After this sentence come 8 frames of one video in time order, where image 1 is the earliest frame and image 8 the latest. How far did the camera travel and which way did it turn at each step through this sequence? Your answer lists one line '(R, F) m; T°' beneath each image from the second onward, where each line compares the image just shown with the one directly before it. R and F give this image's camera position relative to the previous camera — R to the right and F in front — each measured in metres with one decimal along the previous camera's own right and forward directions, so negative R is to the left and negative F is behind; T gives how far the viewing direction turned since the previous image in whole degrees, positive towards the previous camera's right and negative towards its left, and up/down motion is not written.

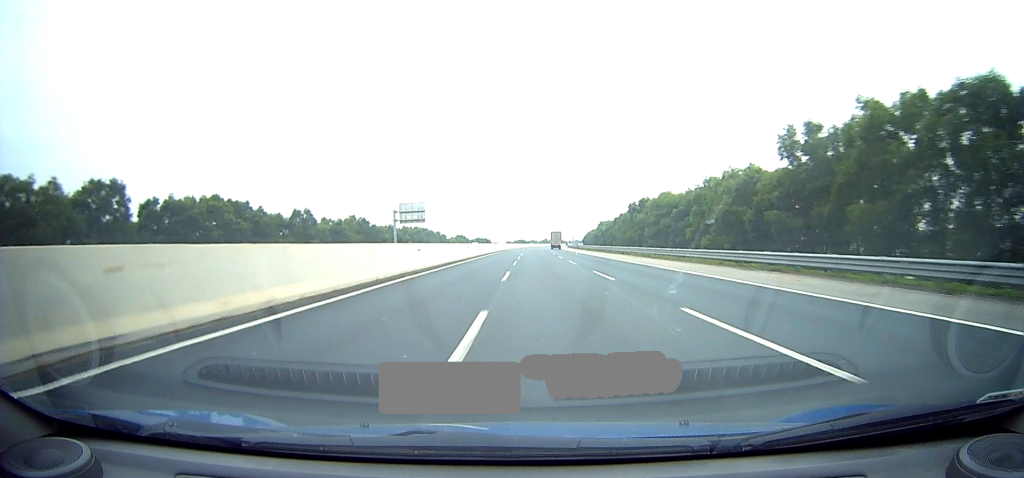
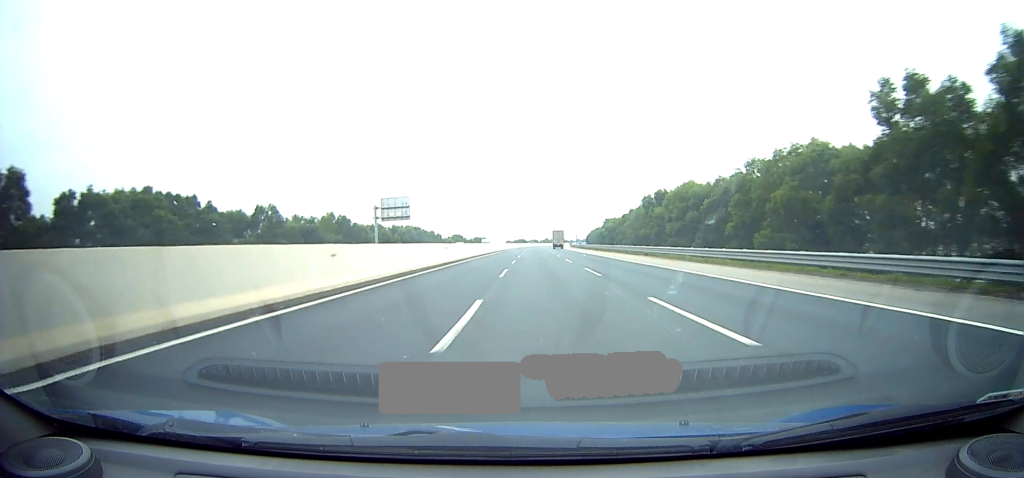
(+0.5, +13.2) m; +1°
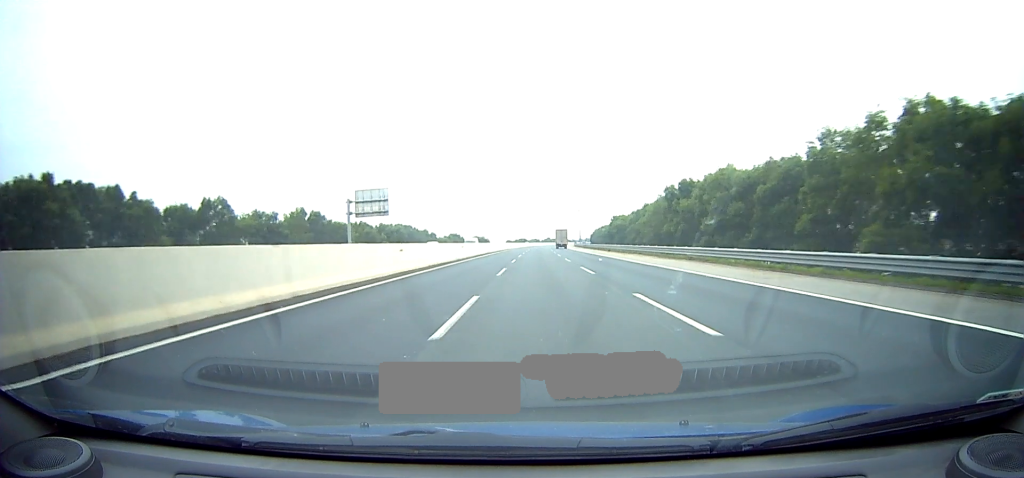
(+0.4, +14.4) m; +1°
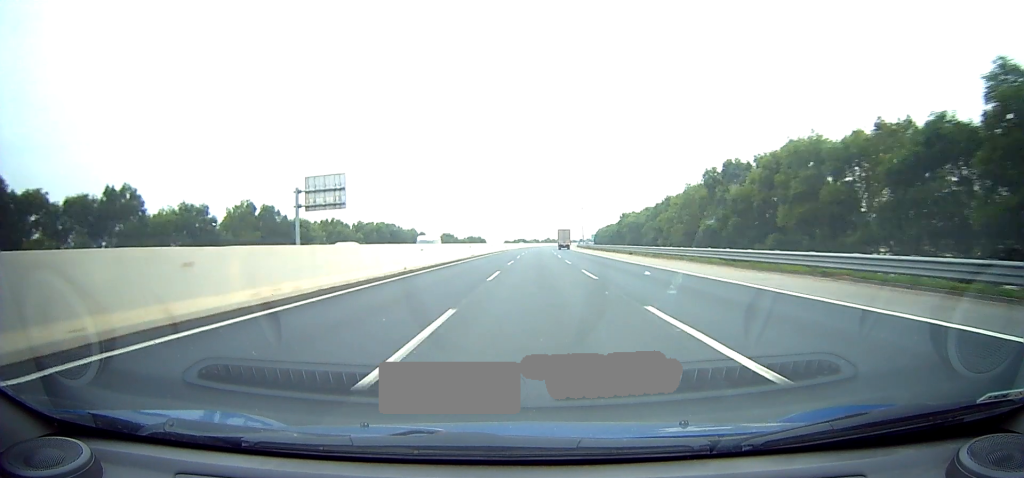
(+0.2, +18.9) m; 0°
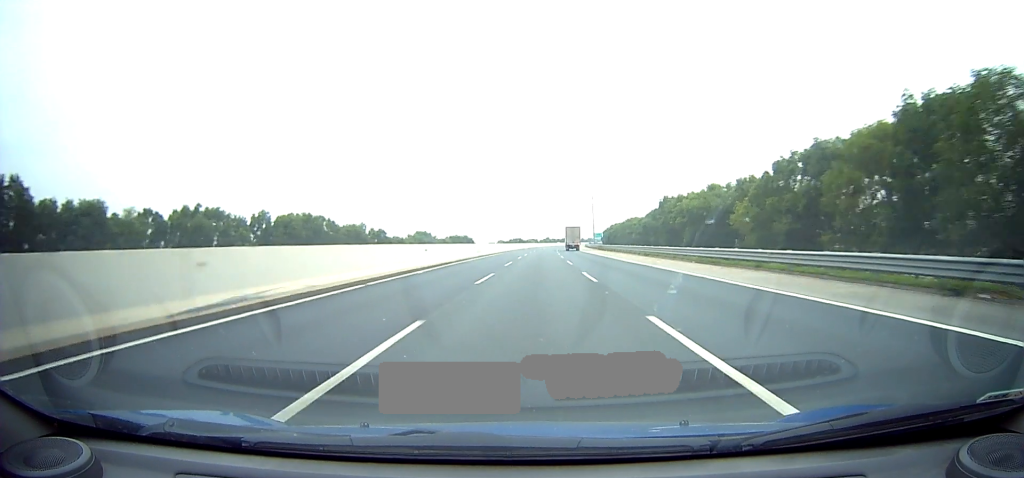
(+0.4, +46.8) m; +3°
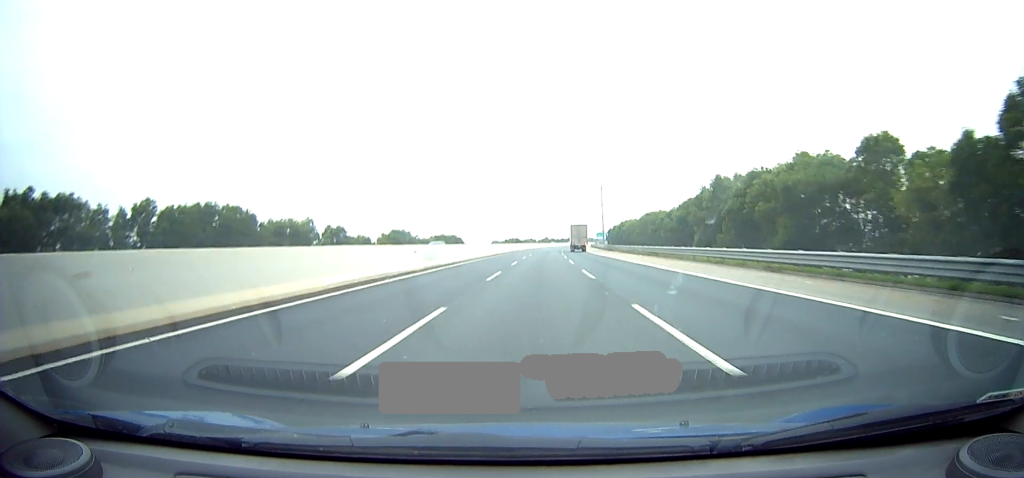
(+1.1, +26.7) m; 0°
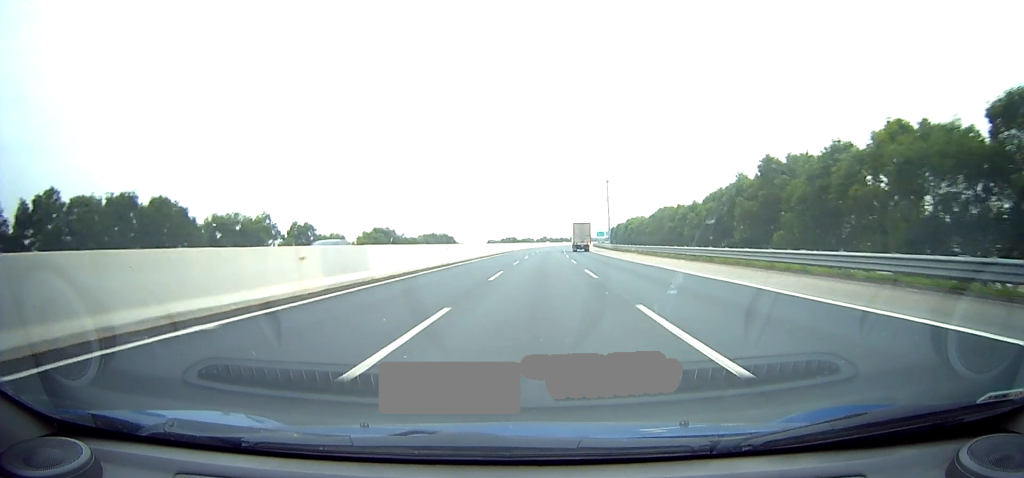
(-0.7, +13.6) m; -1°
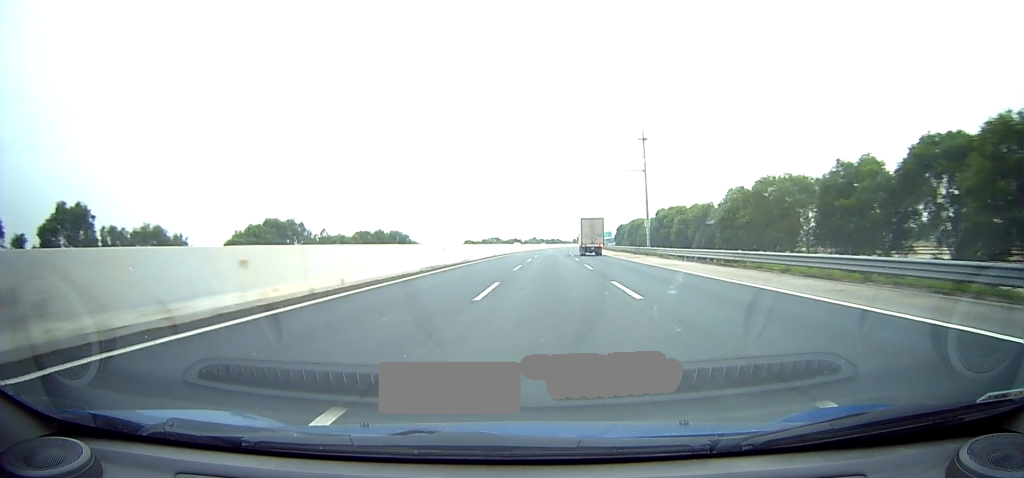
(-0.4, +44.5) m; 0°
